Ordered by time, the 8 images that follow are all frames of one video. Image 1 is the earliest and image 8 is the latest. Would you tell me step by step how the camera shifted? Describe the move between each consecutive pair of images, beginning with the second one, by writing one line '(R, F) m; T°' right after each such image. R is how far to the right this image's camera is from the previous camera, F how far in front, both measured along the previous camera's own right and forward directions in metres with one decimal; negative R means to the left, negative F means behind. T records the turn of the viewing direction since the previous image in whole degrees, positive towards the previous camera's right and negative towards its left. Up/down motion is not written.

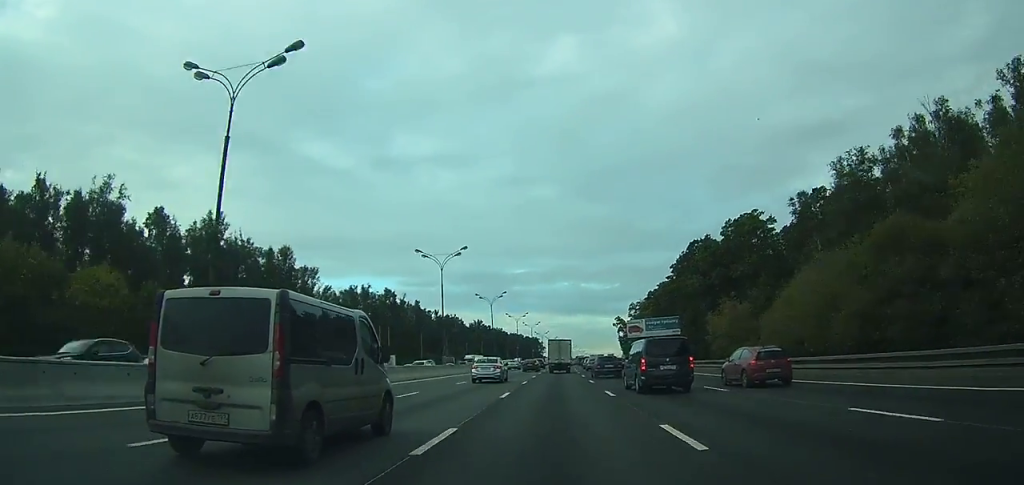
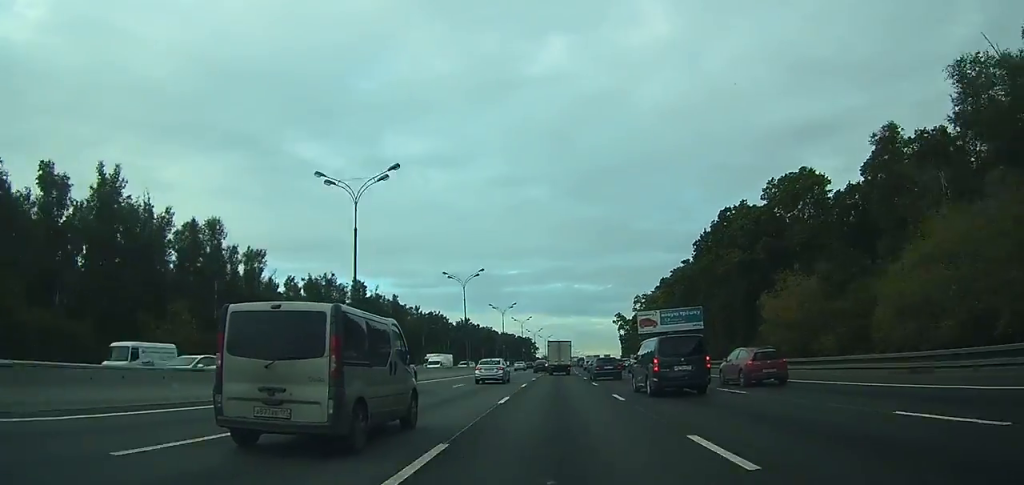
(0.0, +26.3) m; +1°
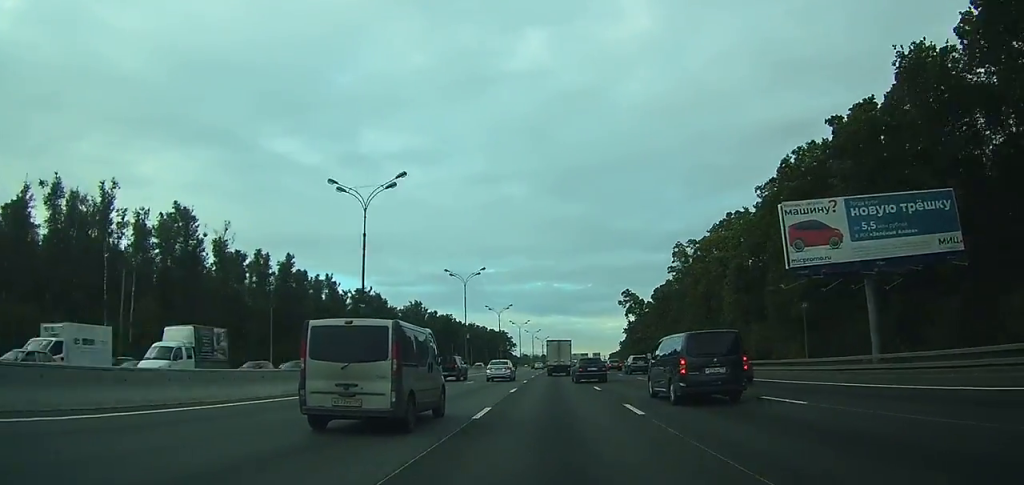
(+1.4, +78.8) m; +1°
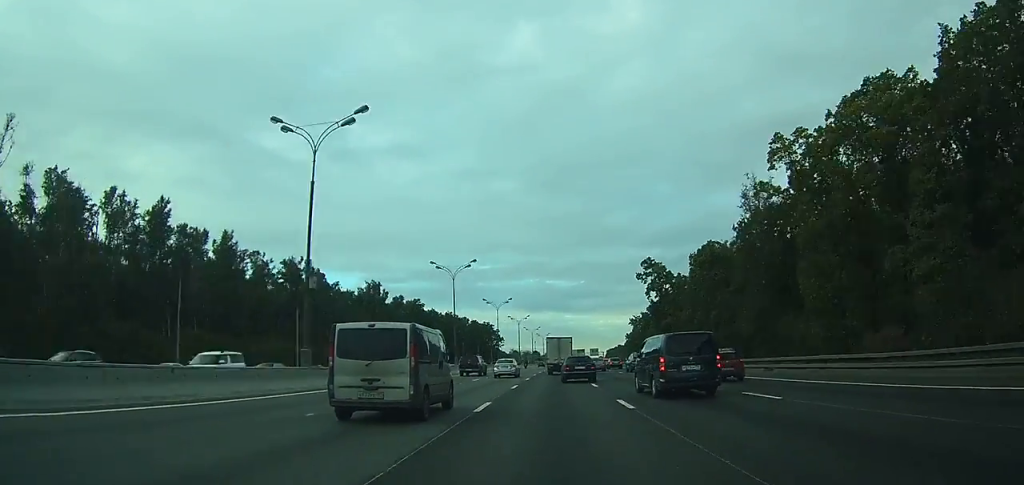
(0.0, +46.4) m; 0°
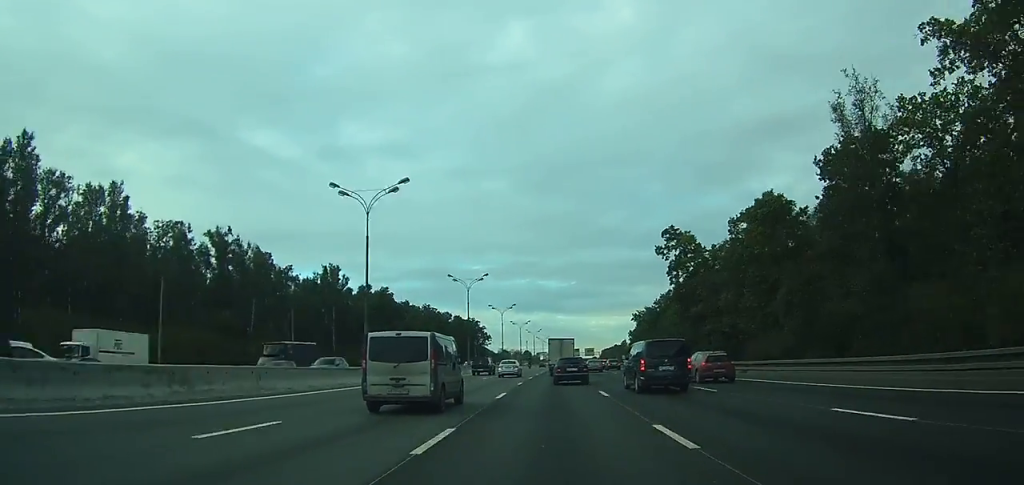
(+0.2, +29.1) m; +1°
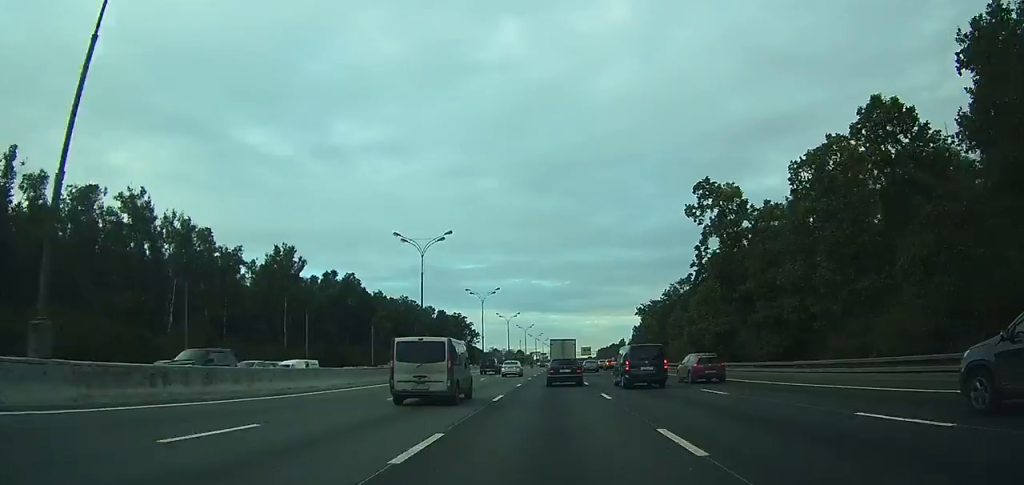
(+0.1, +24.5) m; +1°
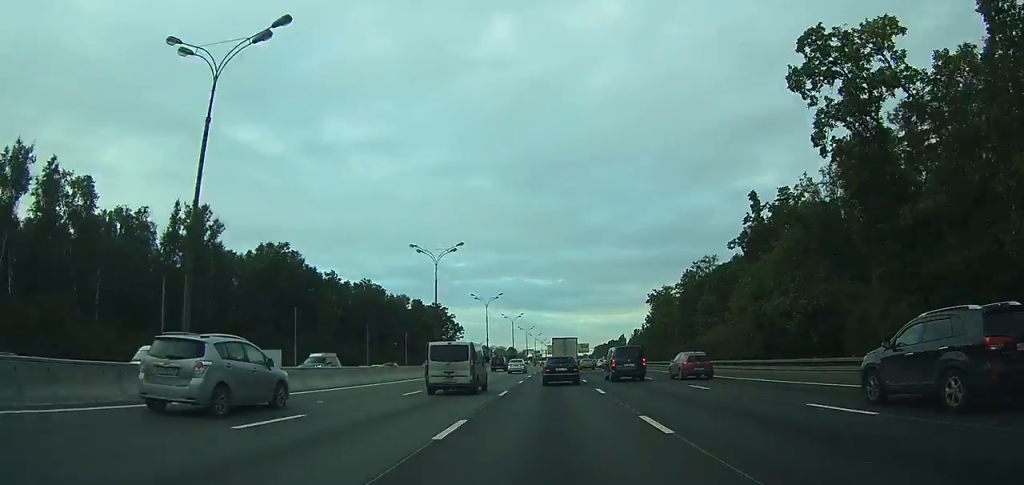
(+0.2, +35.5) m; +1°
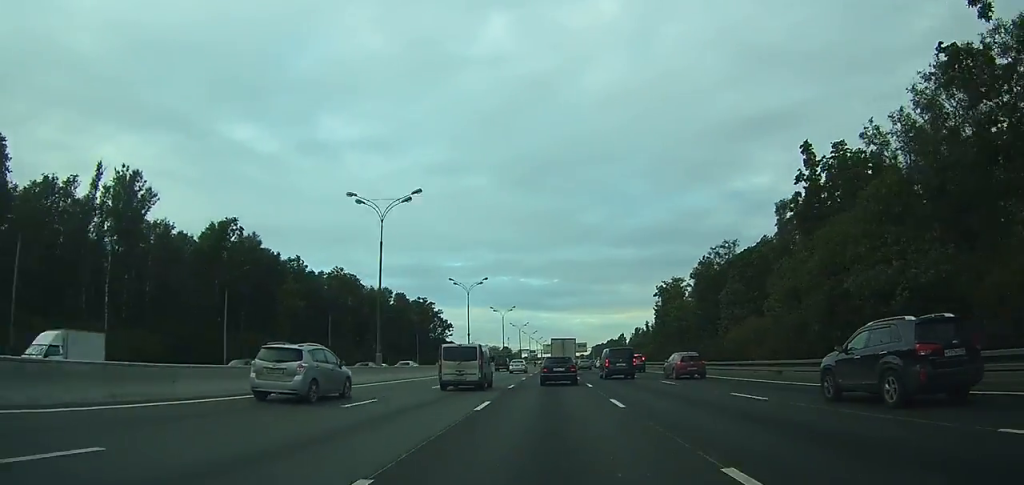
(+0.1, +19.0) m; 0°
